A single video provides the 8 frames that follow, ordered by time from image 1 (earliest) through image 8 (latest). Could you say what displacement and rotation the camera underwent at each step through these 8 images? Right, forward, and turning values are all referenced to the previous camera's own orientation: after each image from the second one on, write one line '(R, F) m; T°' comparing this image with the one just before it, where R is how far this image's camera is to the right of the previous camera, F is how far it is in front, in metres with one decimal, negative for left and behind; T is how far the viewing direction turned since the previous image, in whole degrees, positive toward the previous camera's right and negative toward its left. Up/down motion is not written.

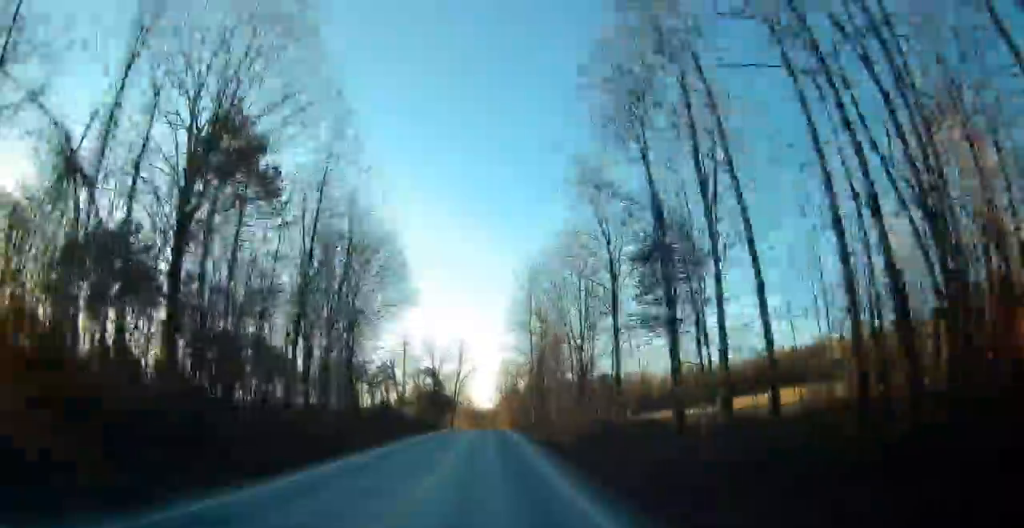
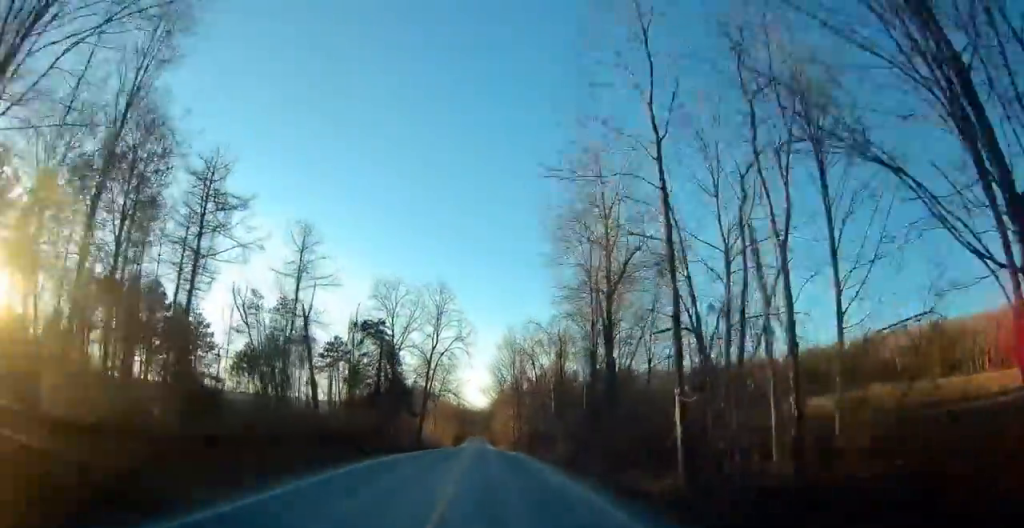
(-0.7, +46.9) m; -1°
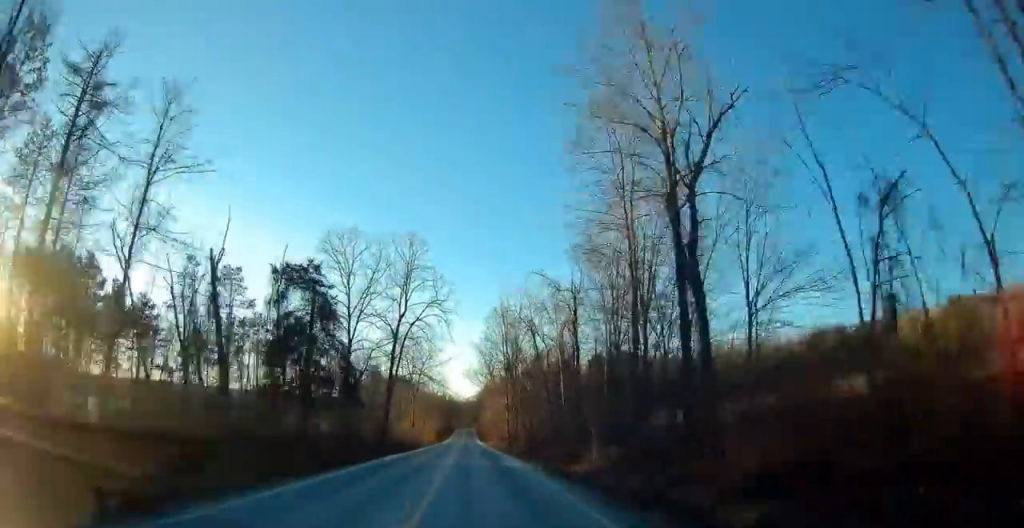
(+0.1, +16.3) m; +1°
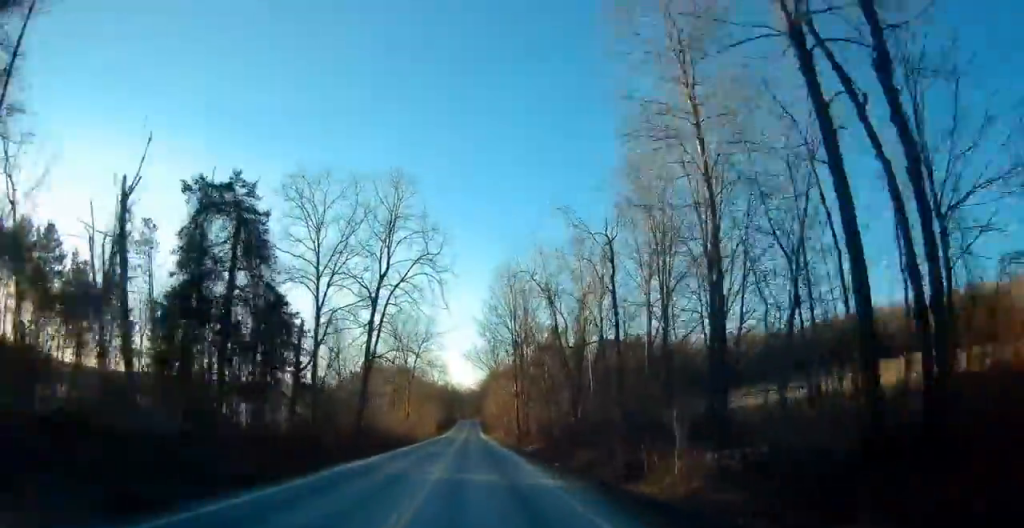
(+0.1, +10.8) m; 0°
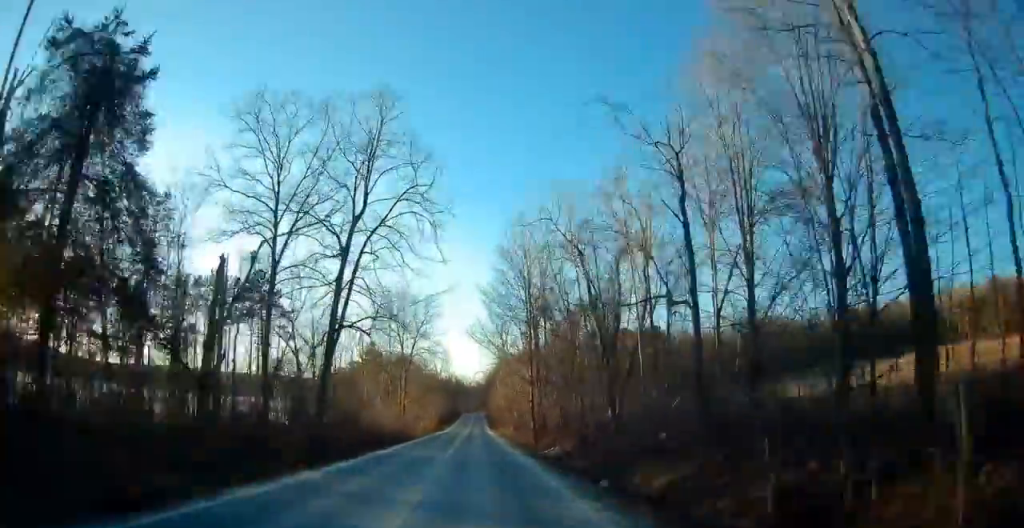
(0.0, +10.1) m; 0°
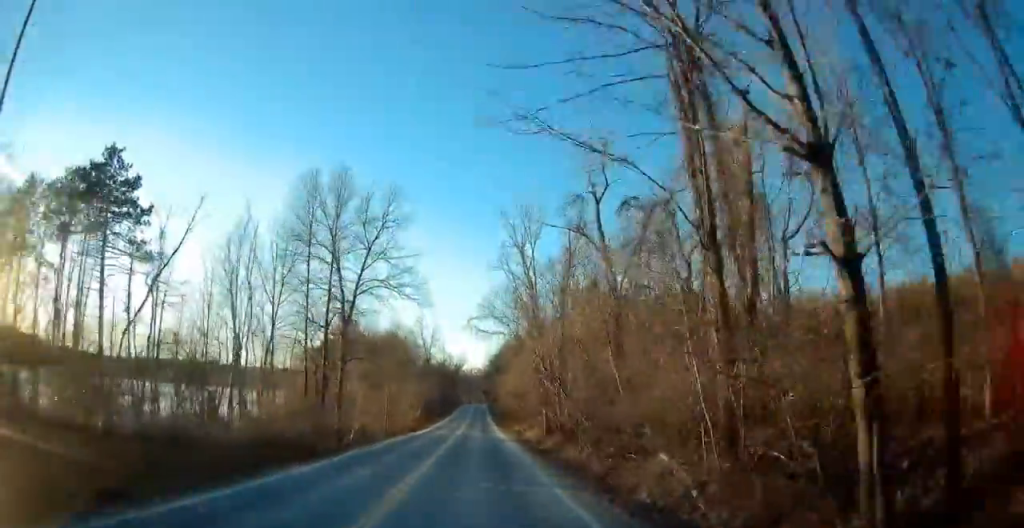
(+0.2, +36.1) m; 0°
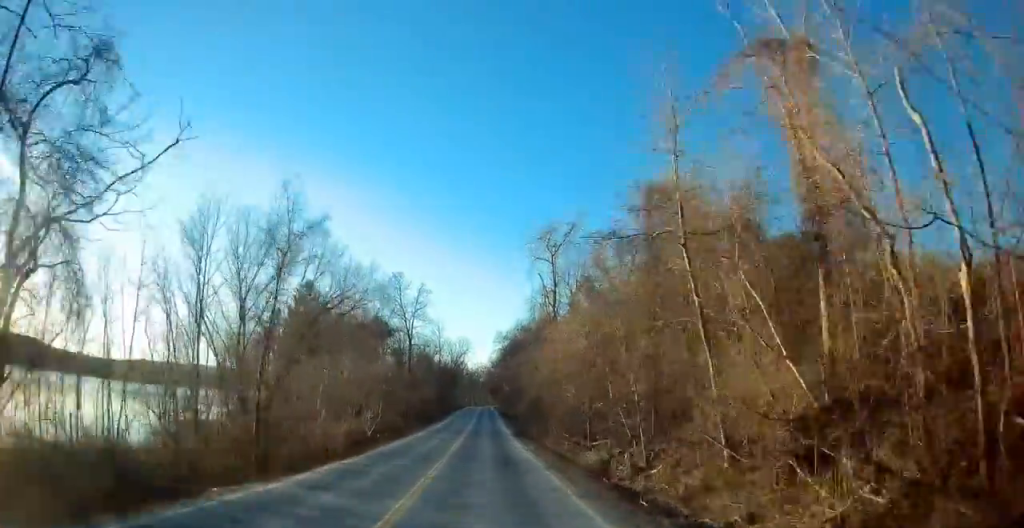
(-0.2, +37.8) m; -1°
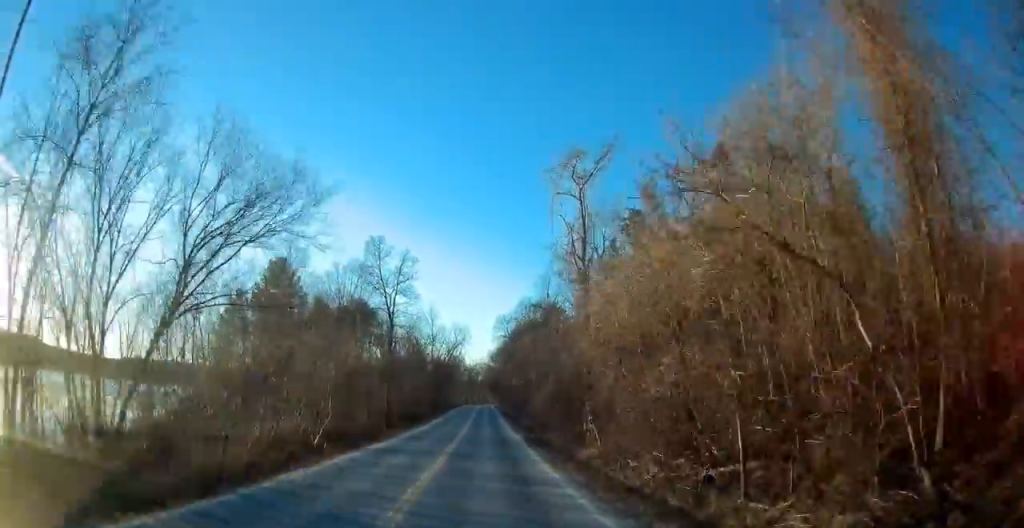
(0.0, +14.9) m; 0°
